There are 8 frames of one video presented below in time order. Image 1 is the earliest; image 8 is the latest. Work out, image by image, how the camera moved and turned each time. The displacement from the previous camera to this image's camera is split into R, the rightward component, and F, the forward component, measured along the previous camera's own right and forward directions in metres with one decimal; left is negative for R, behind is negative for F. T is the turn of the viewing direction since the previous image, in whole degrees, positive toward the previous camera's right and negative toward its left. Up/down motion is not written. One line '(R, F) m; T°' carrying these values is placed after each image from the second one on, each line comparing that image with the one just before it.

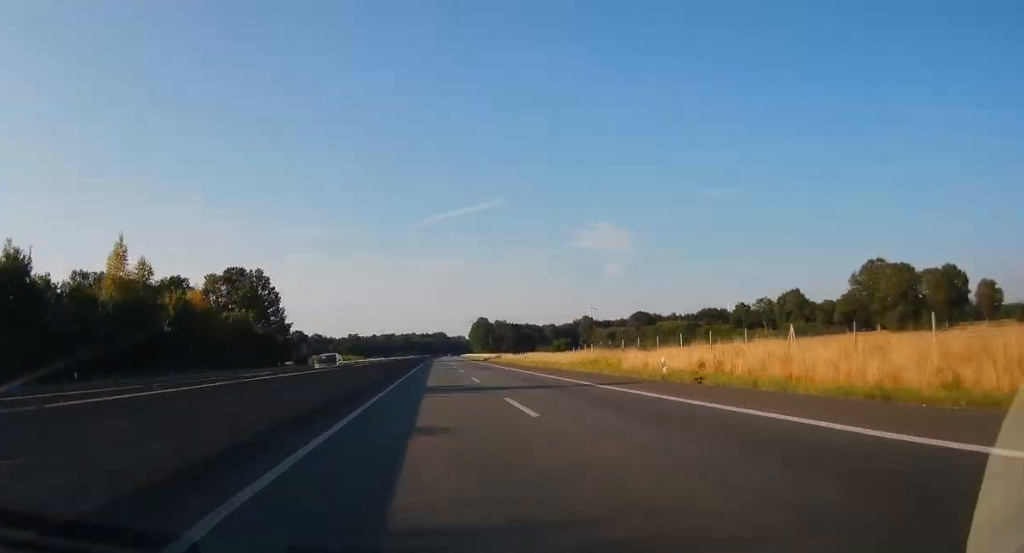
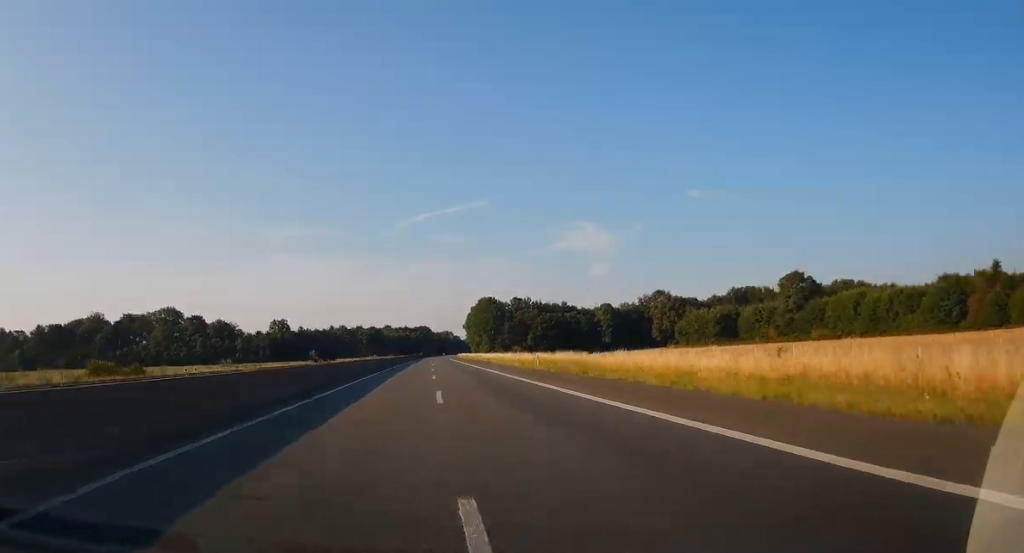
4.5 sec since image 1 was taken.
(+1.3, +175.7) m; +1°
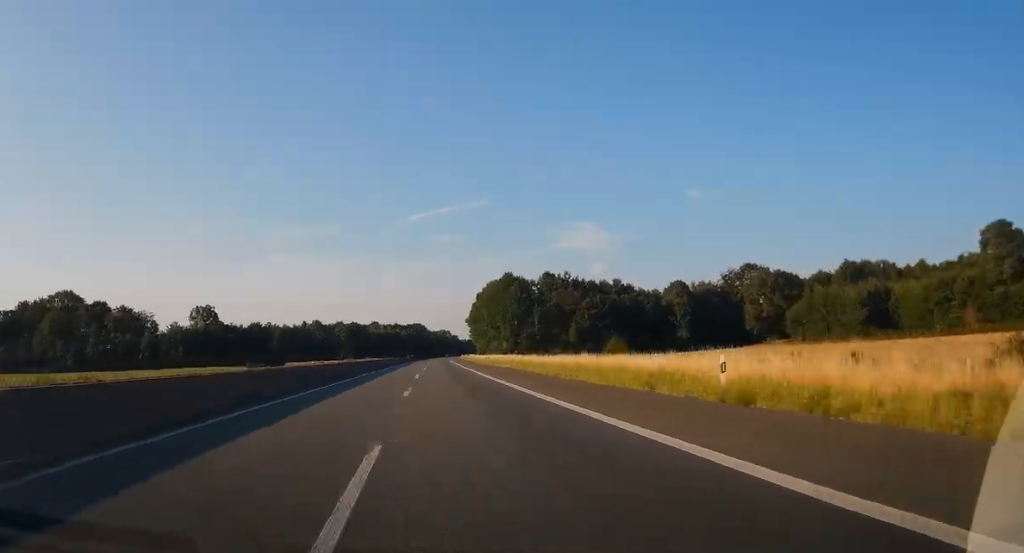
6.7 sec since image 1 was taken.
(+0.1, +87.7) m; 0°
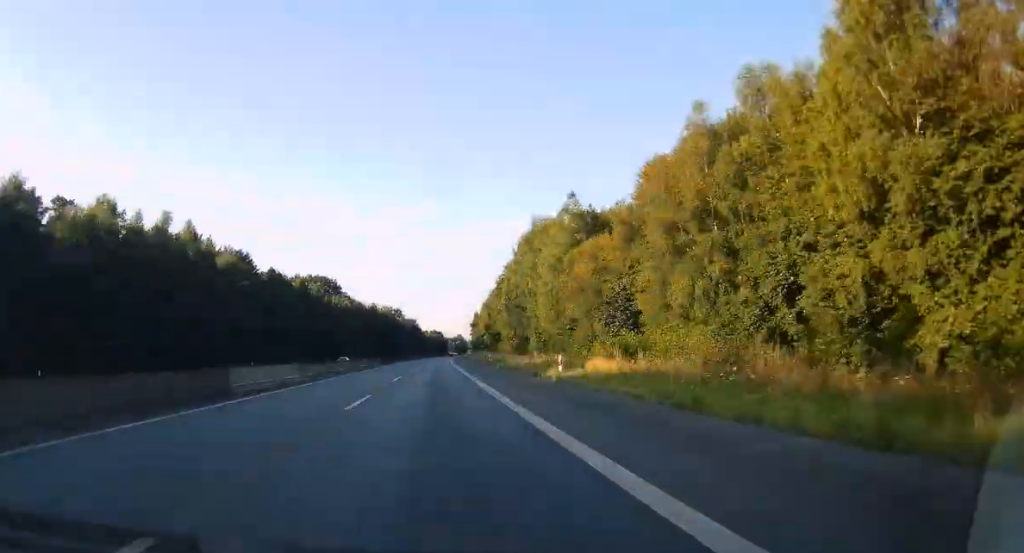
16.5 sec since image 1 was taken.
(+10.2, +373.5) m; +4°
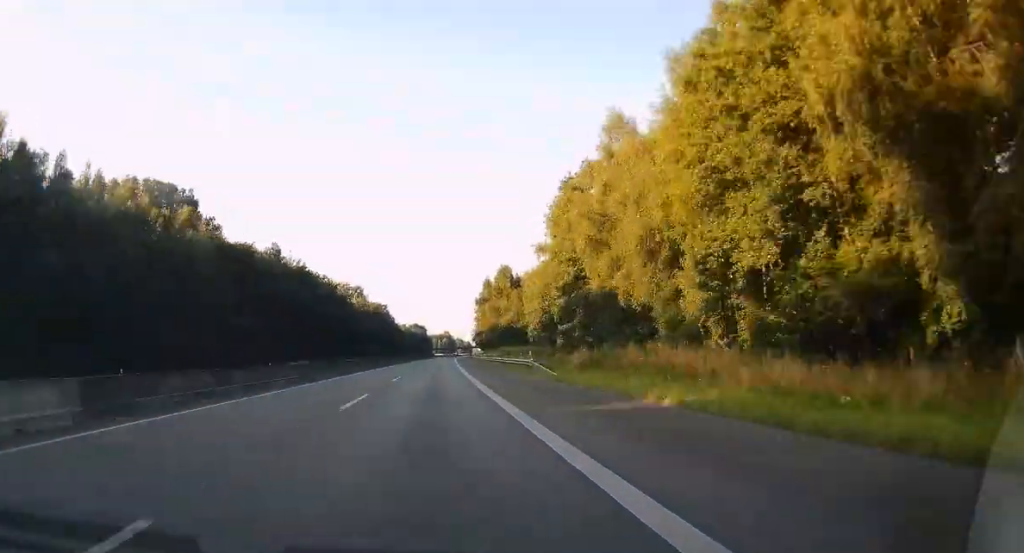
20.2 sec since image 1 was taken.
(+1.9, +140.3) m; +1°
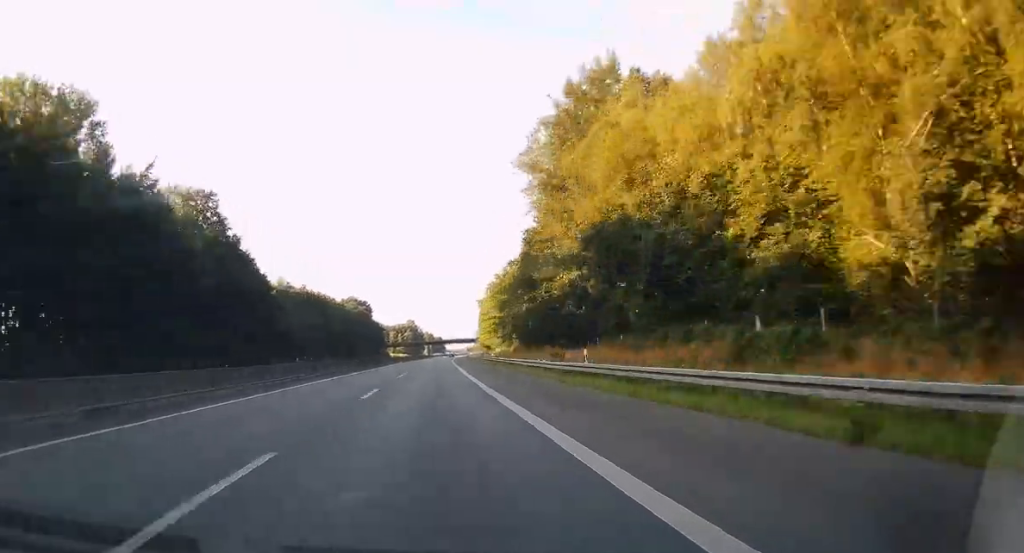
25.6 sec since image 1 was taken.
(+4.1, +221.0) m; +2°
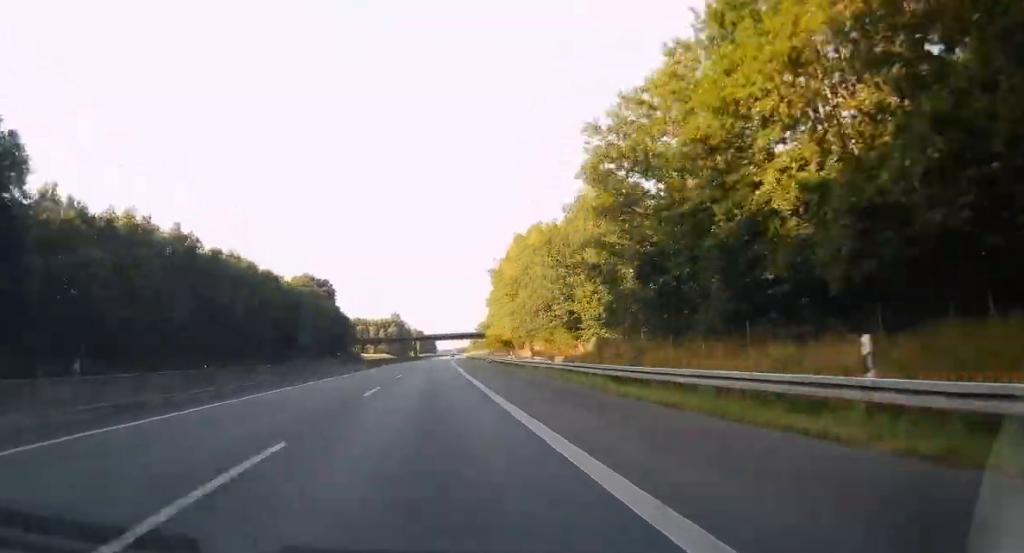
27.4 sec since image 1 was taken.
(+0.4, +70.8) m; +1°
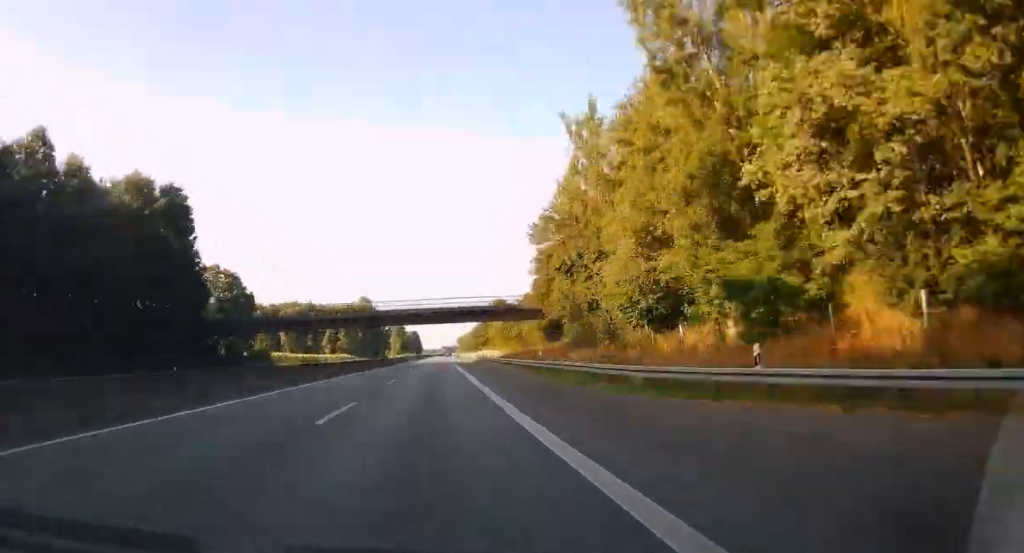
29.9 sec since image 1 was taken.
(+0.9, +102.3) m; +1°
